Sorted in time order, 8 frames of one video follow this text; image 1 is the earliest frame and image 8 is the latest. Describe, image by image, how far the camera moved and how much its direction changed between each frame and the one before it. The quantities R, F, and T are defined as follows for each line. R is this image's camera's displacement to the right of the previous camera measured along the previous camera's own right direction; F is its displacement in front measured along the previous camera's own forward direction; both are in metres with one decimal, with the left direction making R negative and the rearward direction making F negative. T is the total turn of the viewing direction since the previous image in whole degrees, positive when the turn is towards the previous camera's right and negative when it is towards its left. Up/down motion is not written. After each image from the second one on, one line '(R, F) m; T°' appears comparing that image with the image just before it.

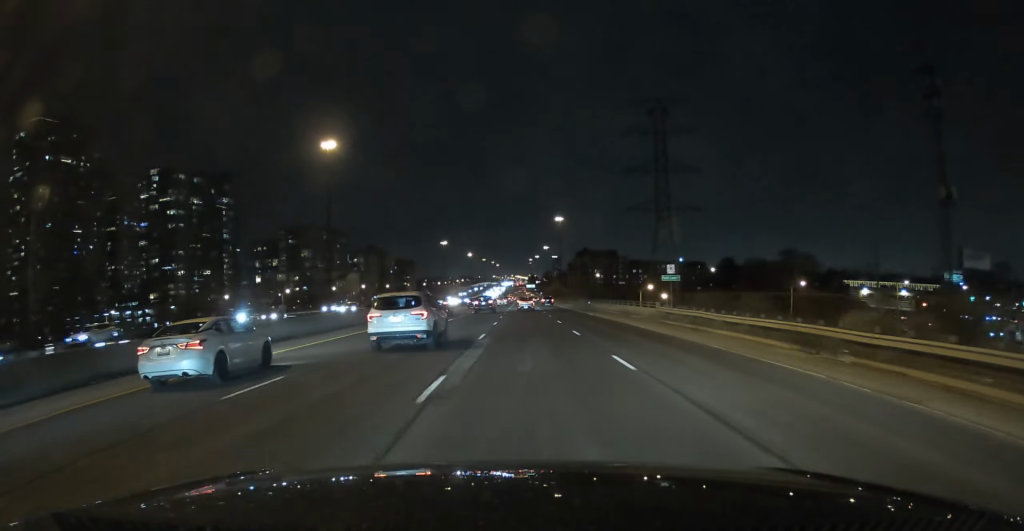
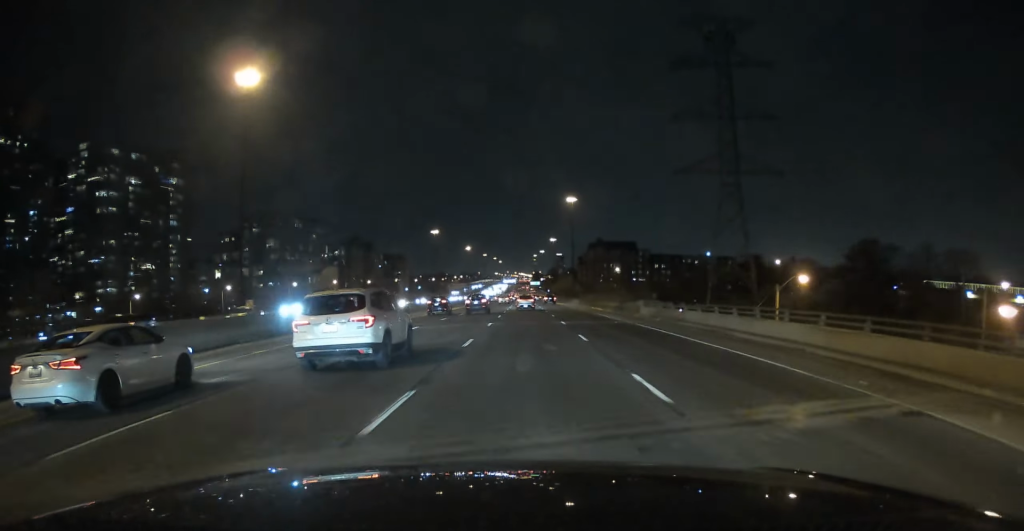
(0.0, +51.5) m; 0°
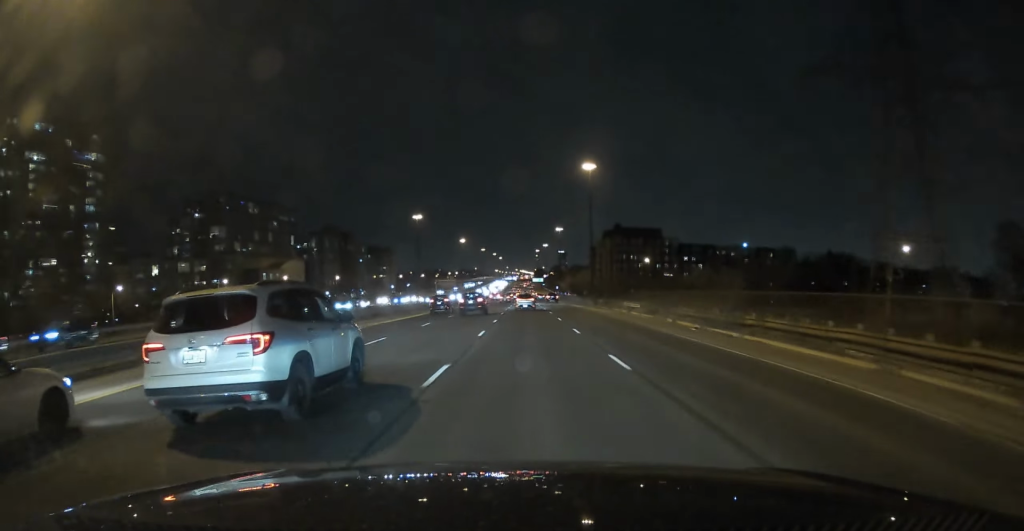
(+0.1, +55.9) m; 0°
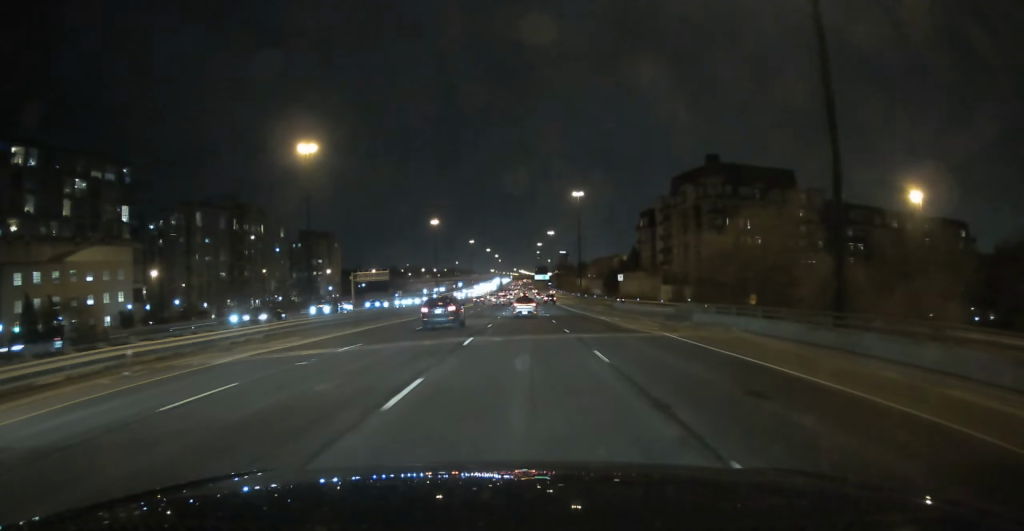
(-0.1, +136.1) m; 0°
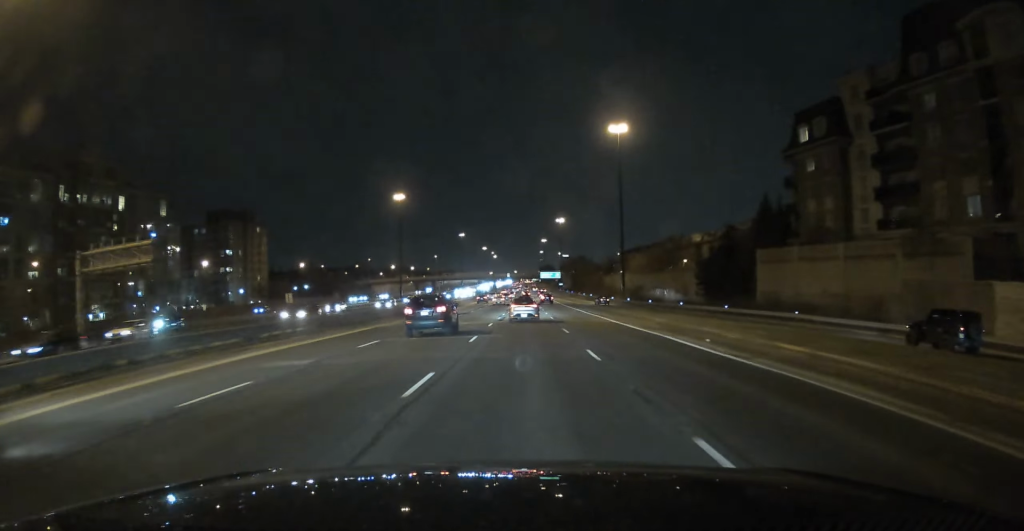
(-0.2, +96.5) m; 0°
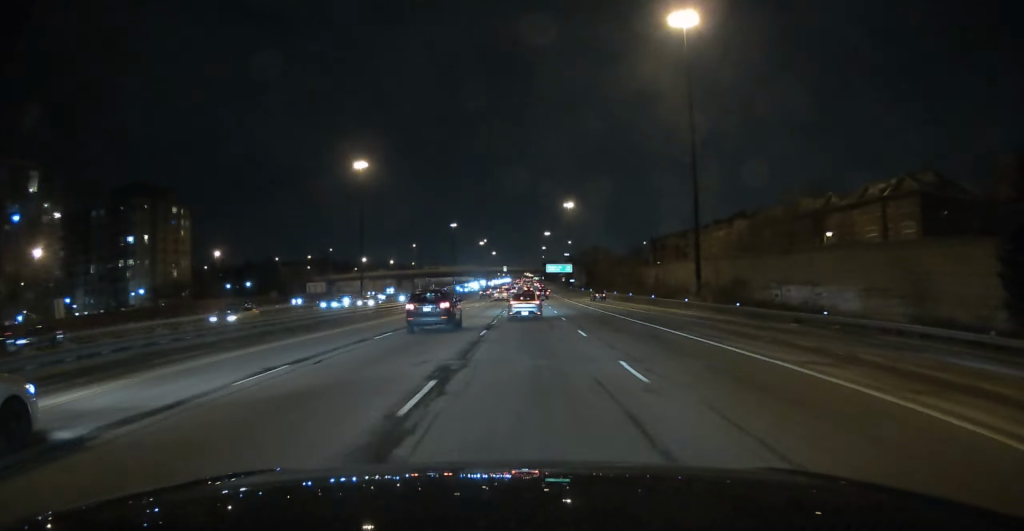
(+0.1, +56.0) m; 0°
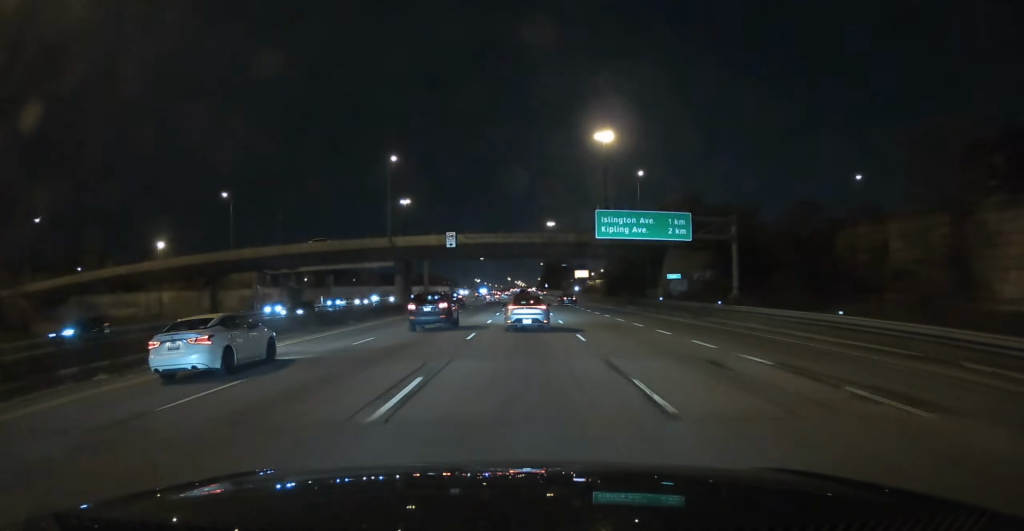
(+0.6, +141.3) m; 0°
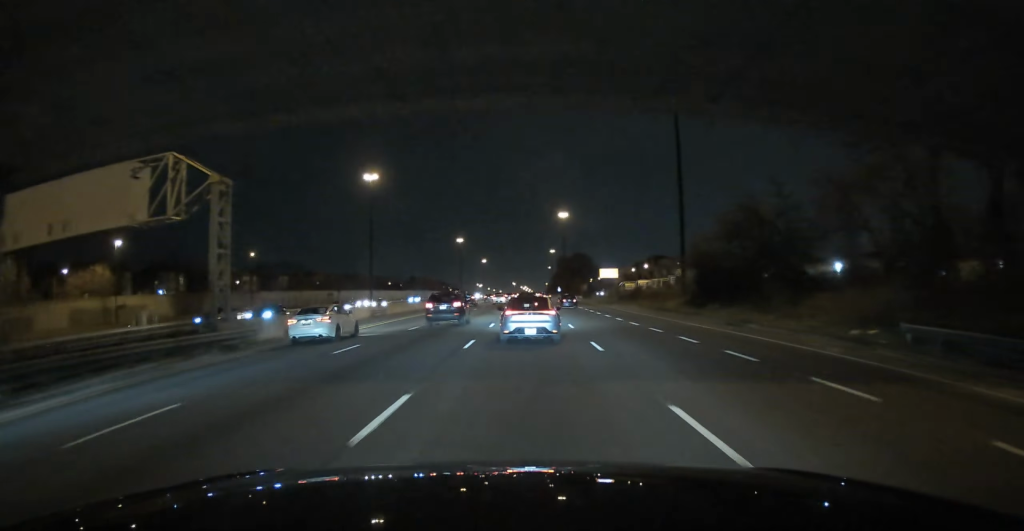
(-0.1, +62.5) m; 0°
